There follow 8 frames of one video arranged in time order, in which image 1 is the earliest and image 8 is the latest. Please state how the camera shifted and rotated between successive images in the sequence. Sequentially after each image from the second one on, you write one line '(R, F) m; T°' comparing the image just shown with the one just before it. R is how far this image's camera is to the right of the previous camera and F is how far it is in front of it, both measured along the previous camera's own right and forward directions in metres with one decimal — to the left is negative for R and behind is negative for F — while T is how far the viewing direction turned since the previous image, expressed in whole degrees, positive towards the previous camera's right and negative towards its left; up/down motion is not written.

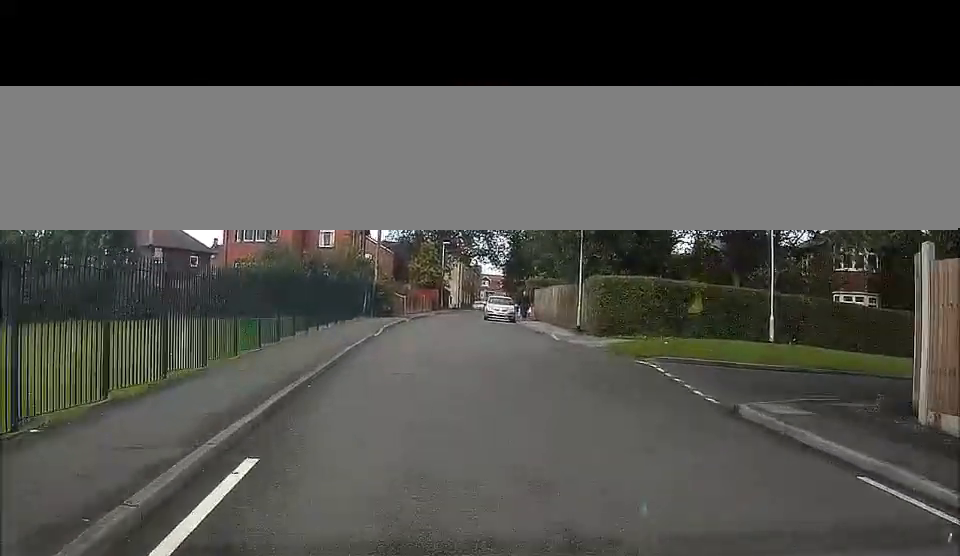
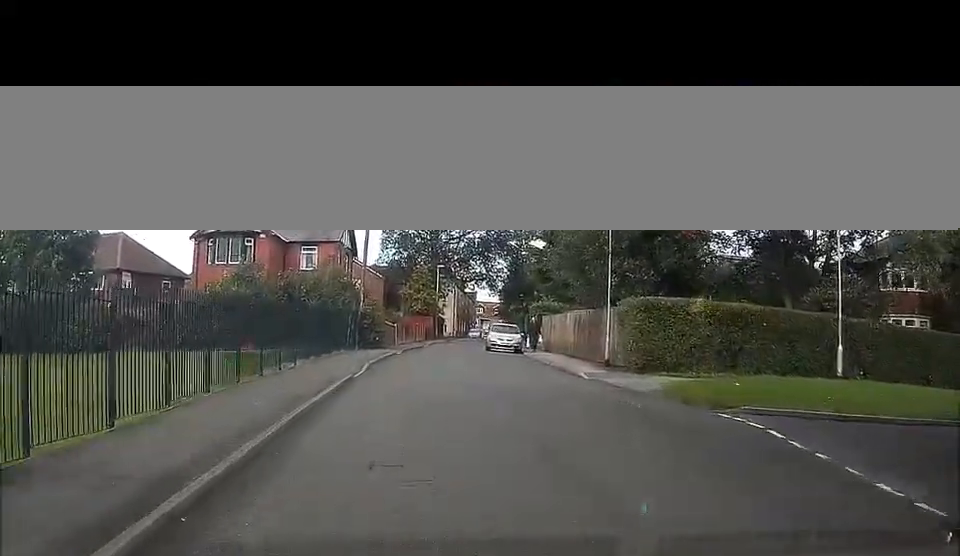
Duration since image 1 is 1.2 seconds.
(0.0, +6.6) m; -1°
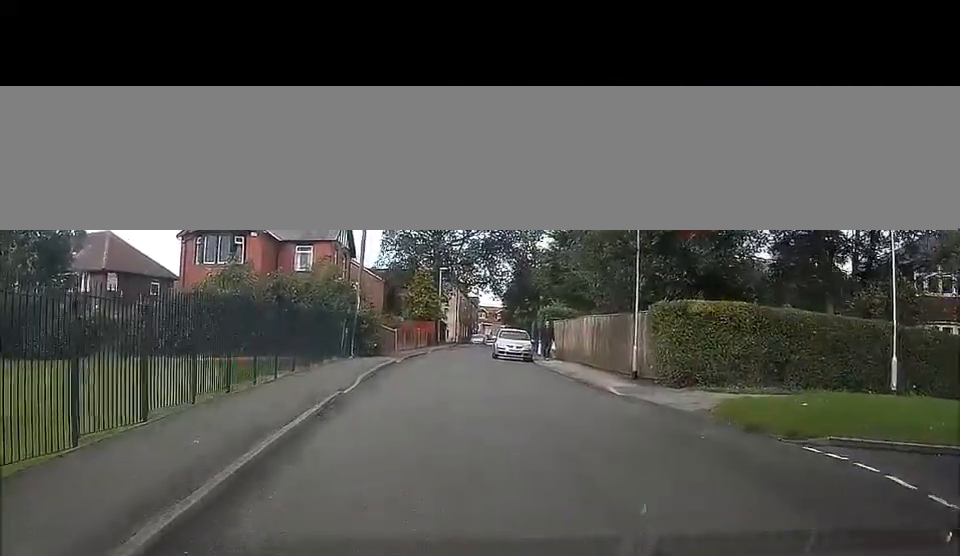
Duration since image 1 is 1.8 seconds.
(0.0, +3.3) m; -1°
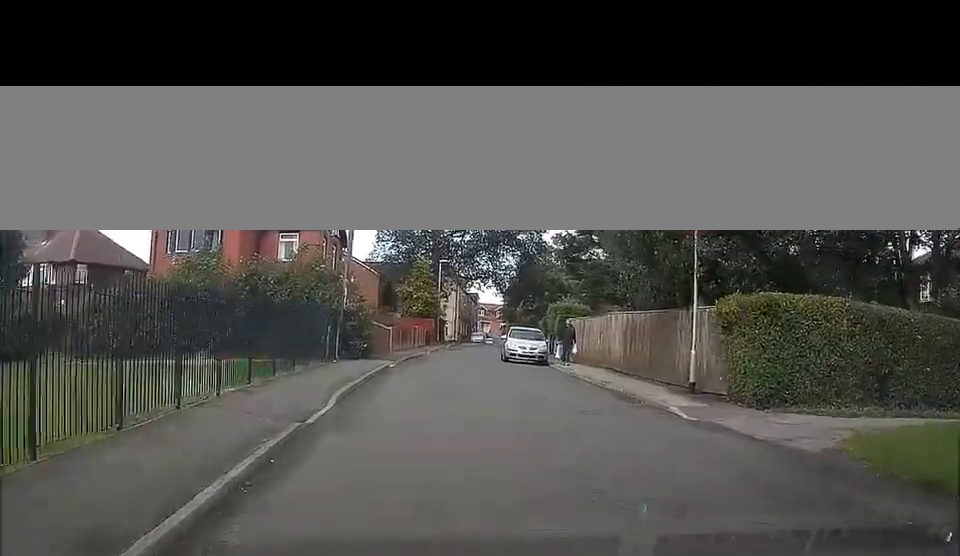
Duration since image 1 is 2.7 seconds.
(0.0, +5.2) m; -1°
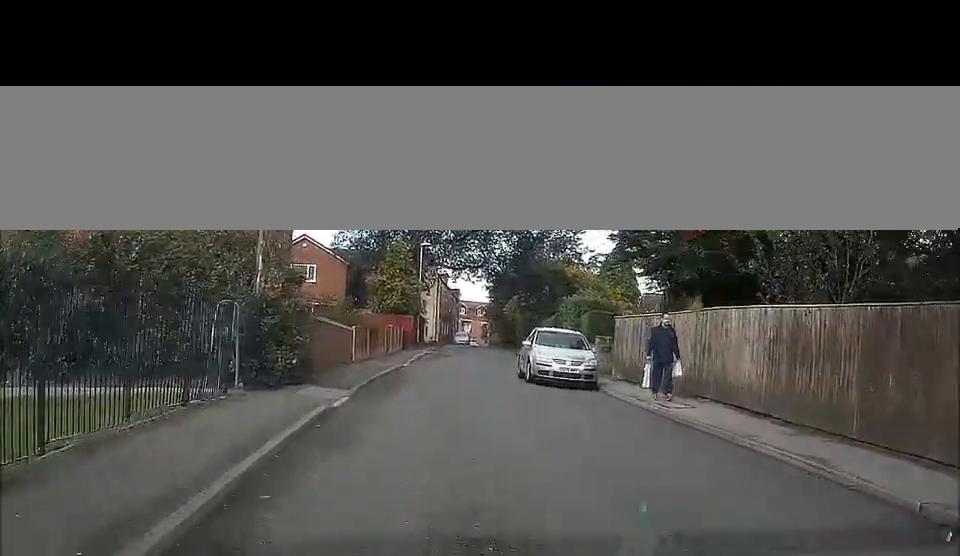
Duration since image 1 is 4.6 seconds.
(-0.1, +11.0) m; +3°
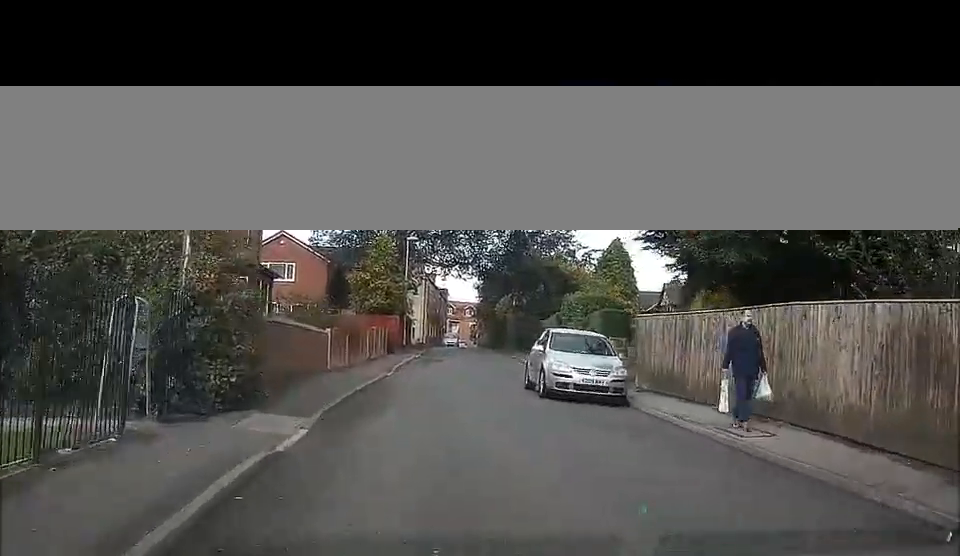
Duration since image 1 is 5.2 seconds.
(+0.1, +3.2) m; +1°
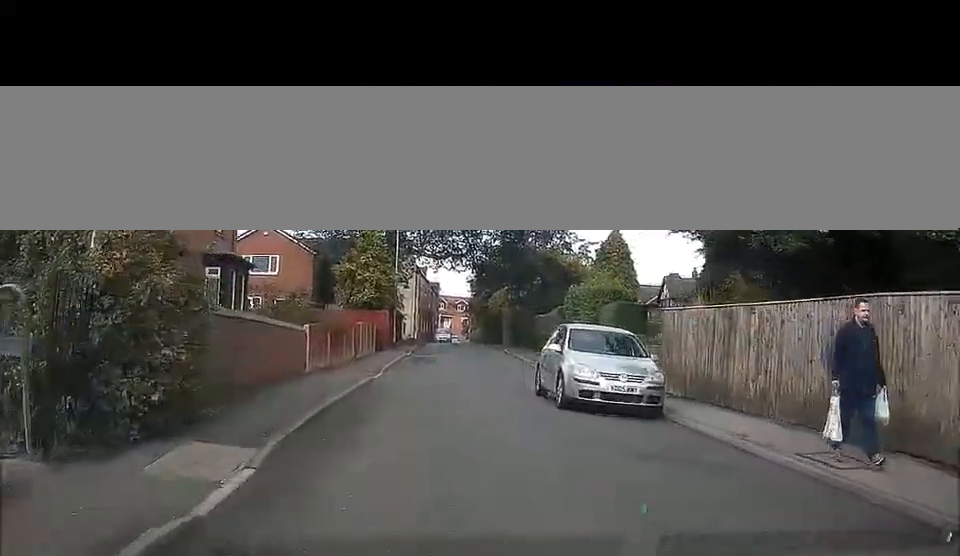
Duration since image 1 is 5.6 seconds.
(0.0, +2.3) m; +1°
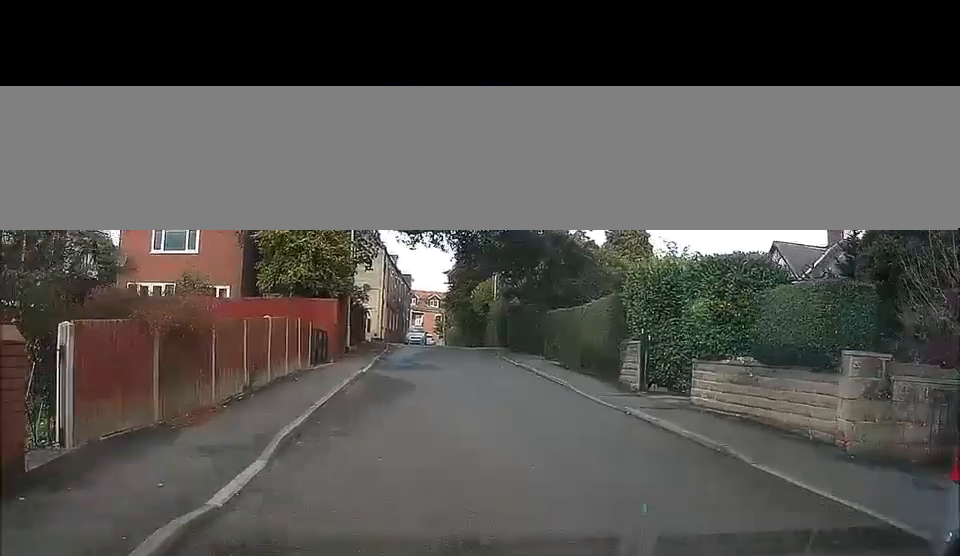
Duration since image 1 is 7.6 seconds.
(+0.3, +14.4) m; +3°
